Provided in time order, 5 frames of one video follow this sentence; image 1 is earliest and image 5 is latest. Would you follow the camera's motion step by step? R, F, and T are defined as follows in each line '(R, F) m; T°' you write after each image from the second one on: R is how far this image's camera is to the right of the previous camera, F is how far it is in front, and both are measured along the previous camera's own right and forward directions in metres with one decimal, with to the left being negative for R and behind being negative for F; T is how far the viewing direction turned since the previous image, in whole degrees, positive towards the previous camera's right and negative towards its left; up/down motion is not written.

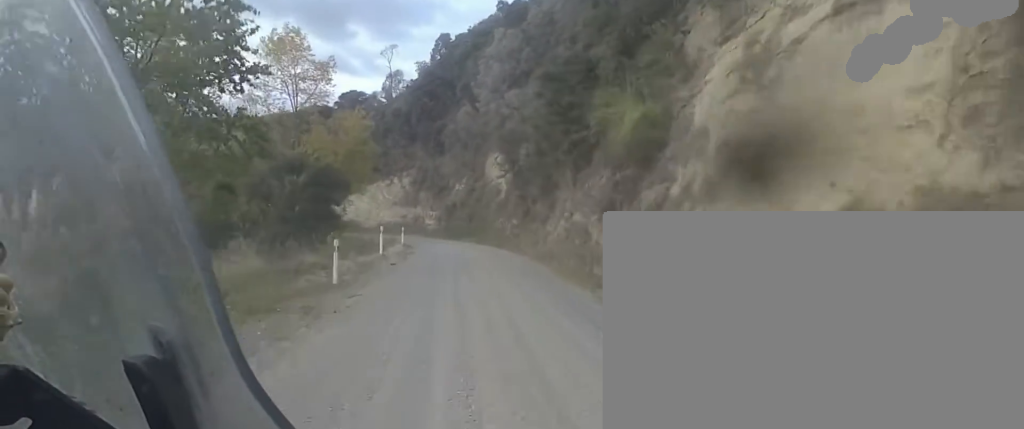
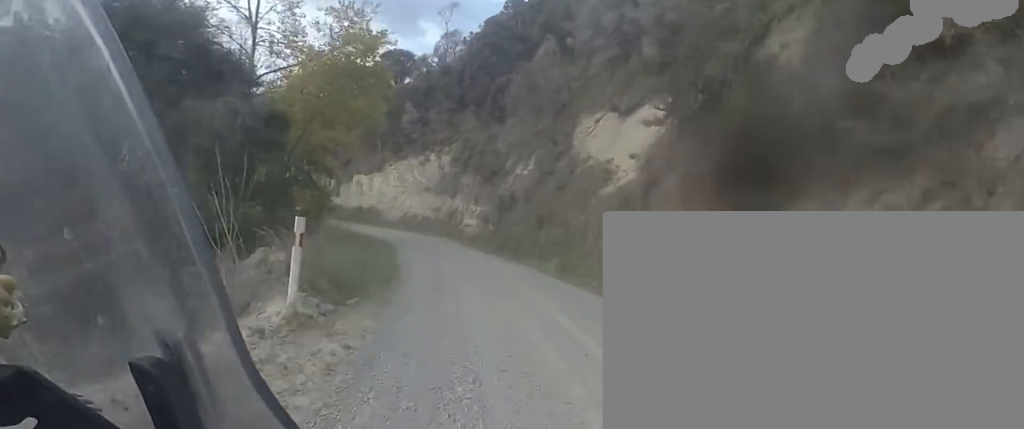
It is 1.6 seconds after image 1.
(-1.7, +19.3) m; -12°
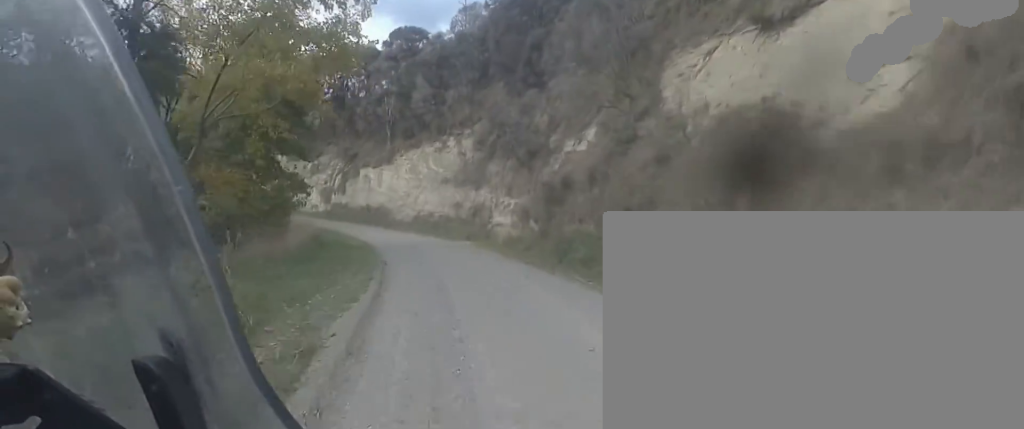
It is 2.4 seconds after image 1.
(-0.3, +9.8) m; -2°
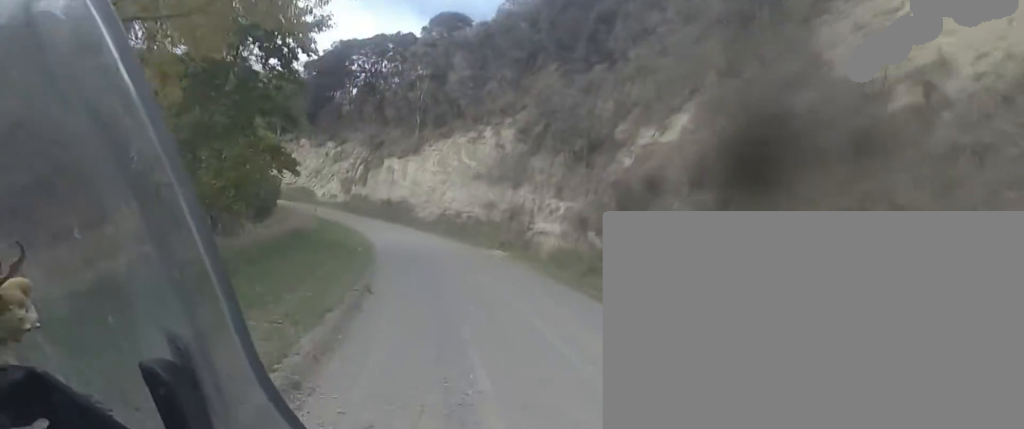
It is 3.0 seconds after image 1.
(0.0, +6.4) m; -1°
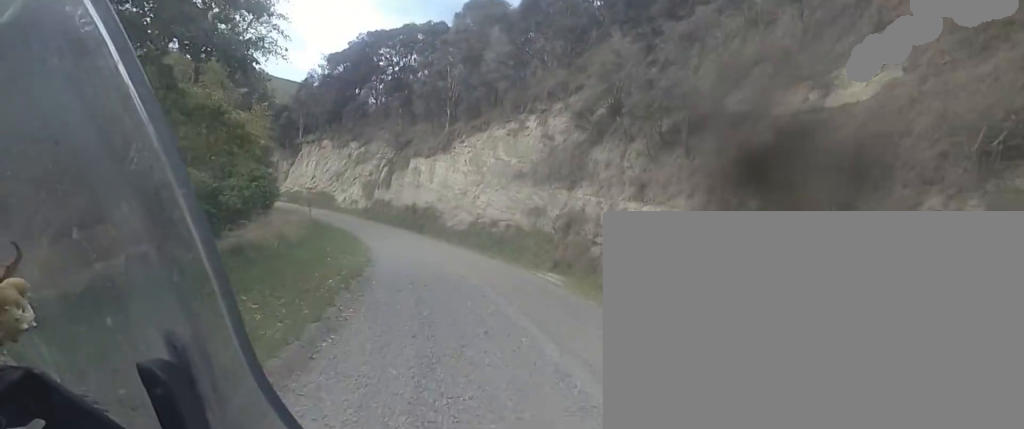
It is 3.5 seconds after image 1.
(+0.1, +7.0) m; -4°
